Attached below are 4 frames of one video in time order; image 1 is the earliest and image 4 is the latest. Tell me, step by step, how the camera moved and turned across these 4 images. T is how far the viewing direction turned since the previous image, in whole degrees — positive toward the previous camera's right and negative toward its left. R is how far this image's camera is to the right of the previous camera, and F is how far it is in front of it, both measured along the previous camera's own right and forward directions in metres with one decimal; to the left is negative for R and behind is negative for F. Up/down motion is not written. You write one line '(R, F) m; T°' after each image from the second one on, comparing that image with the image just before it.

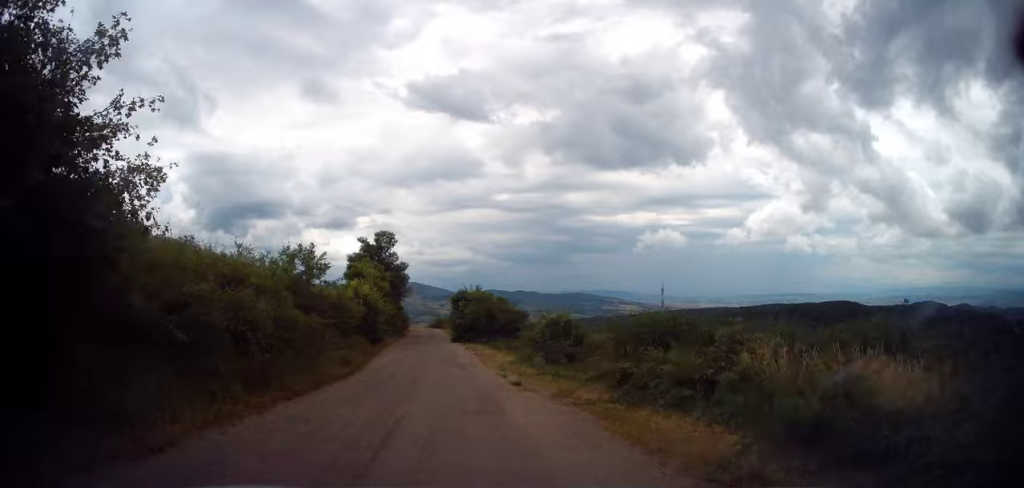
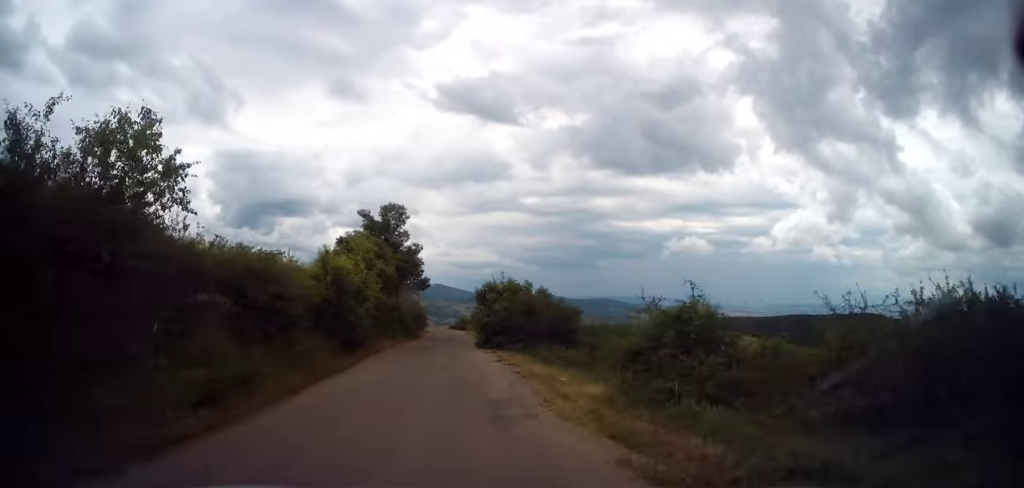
(-0.7, +10.2) m; -4°
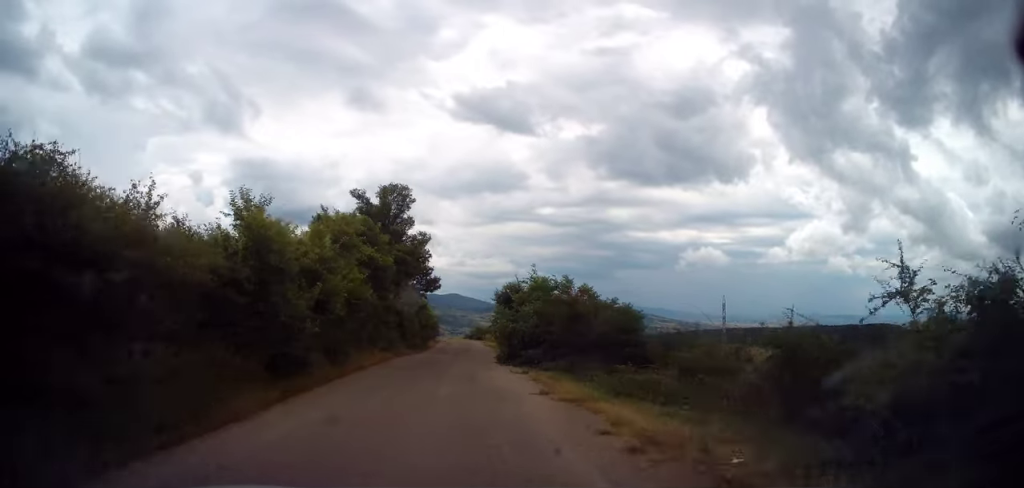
(0.0, +7.6) m; +1°
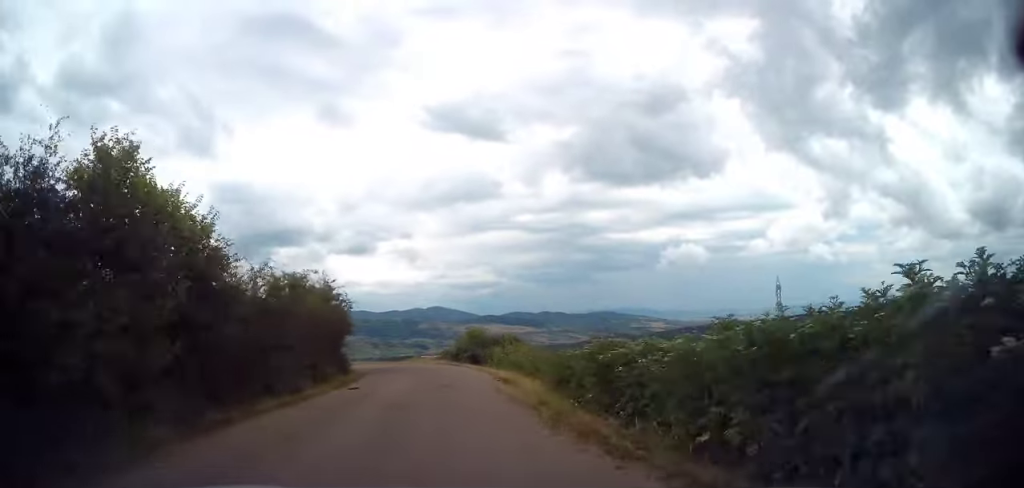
(0.0, +42.1) m; +2°
